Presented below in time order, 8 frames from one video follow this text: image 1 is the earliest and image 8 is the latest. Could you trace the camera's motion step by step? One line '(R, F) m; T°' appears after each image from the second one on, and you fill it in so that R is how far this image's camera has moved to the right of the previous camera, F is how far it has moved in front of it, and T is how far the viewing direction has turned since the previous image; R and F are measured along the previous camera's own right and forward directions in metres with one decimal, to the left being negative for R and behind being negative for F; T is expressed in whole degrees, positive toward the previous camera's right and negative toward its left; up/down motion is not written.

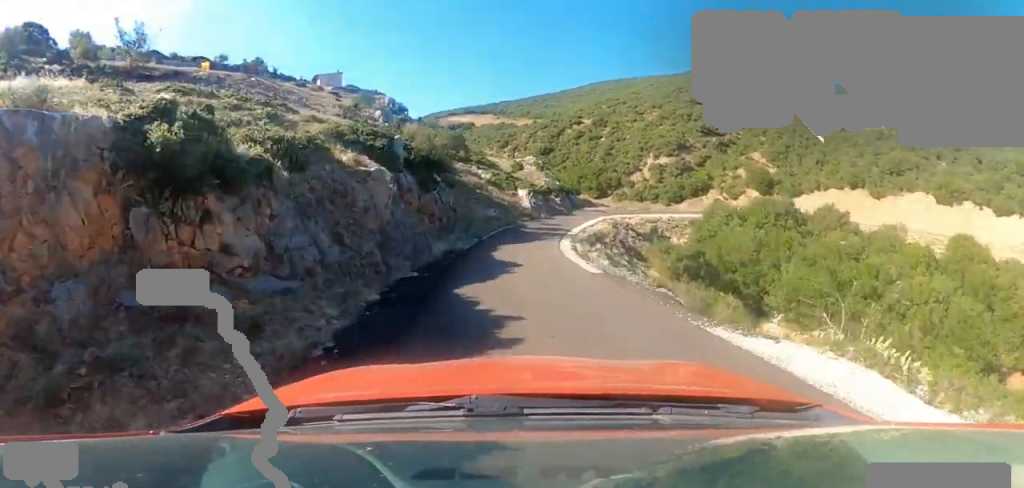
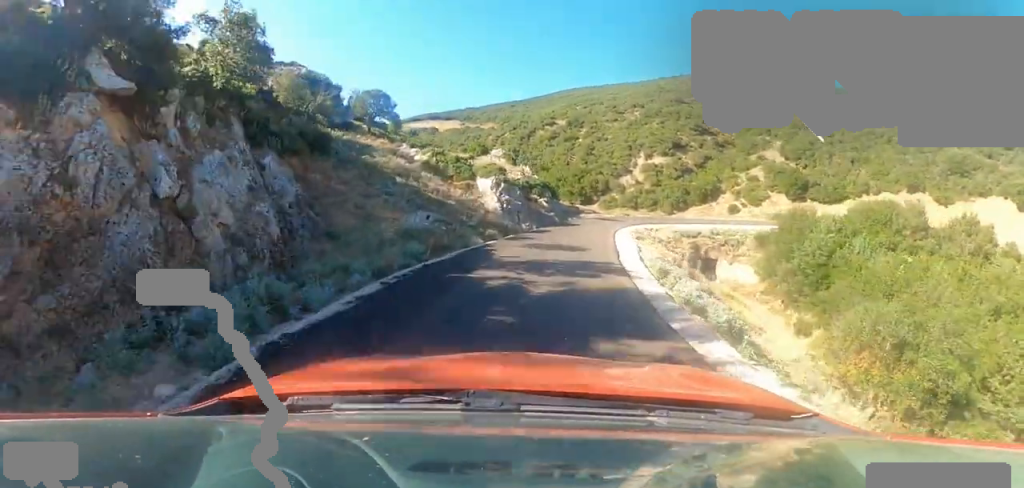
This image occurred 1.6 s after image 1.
(-0.3, +18.8) m; +4°
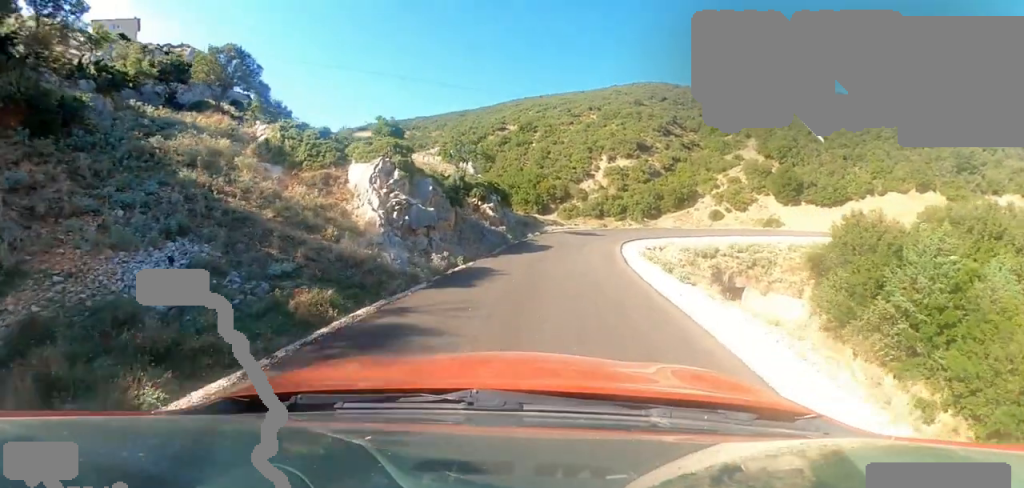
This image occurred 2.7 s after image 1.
(+0.4, +11.3) m; +2°
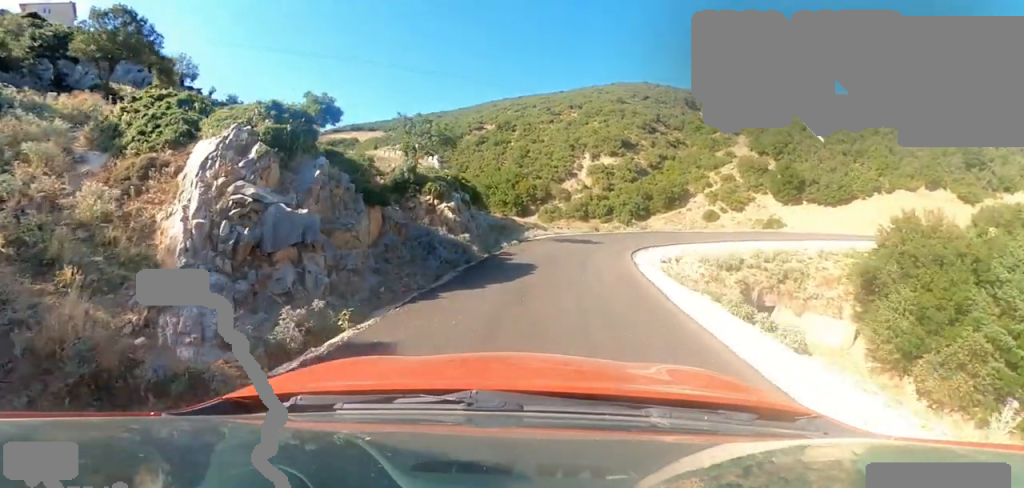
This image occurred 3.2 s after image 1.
(-0.1, +5.4) m; +2°
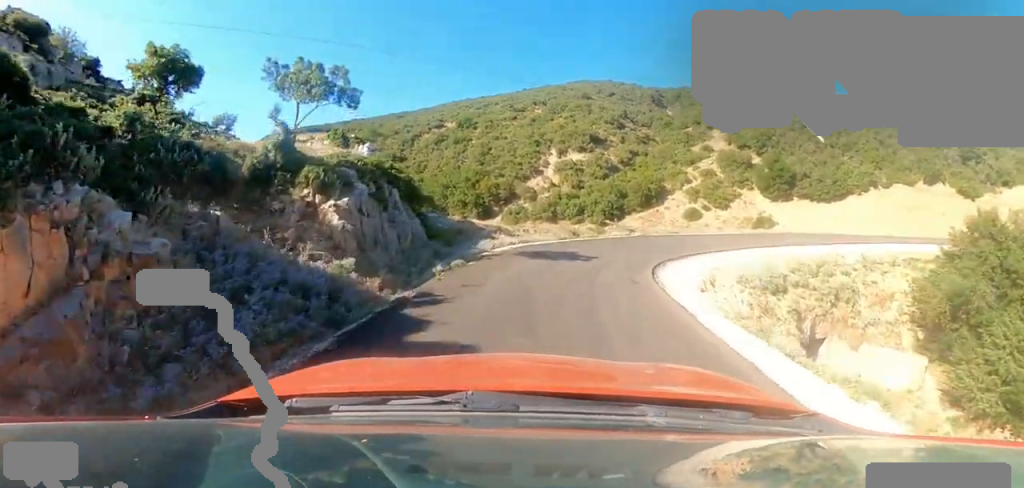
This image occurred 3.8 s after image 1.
(0.0, +6.4) m; +8°
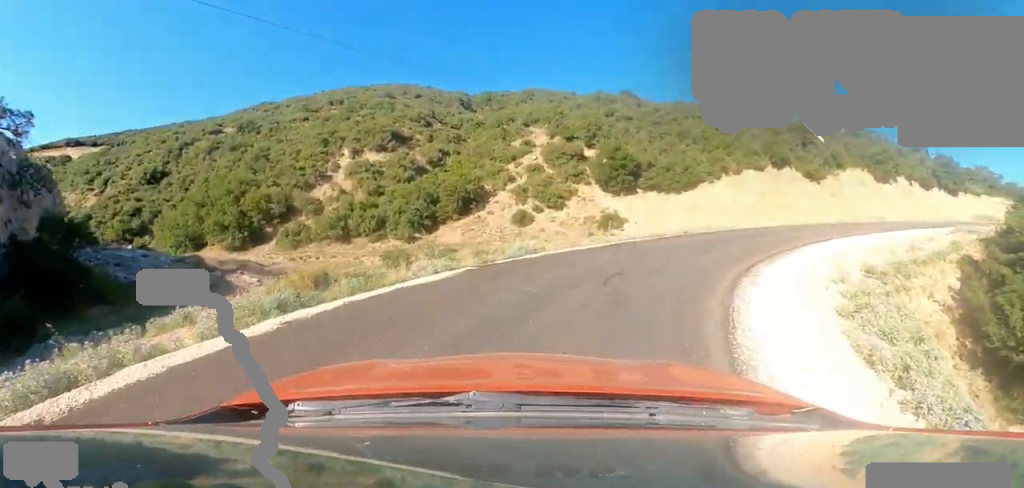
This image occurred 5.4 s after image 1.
(+2.5, +12.7) m; +24°
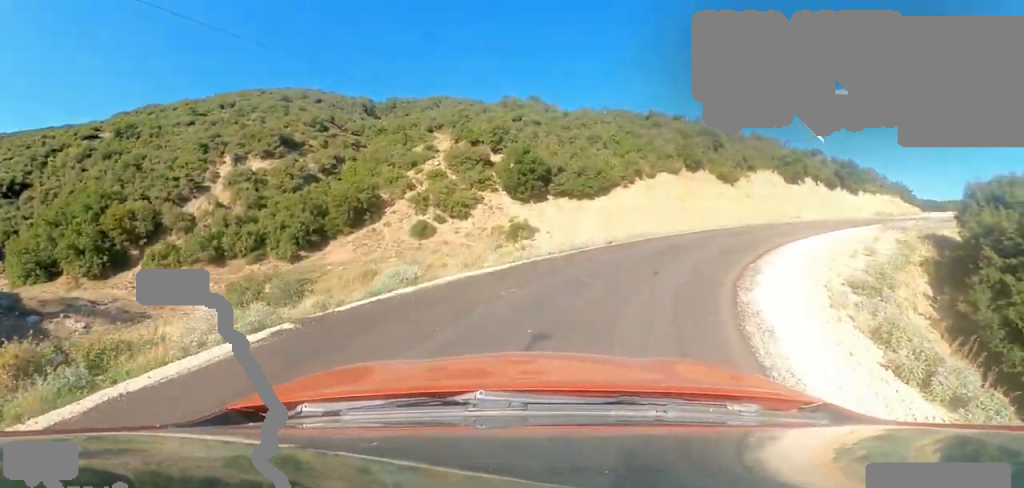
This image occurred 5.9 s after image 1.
(-0.5, +4.0) m; +14°
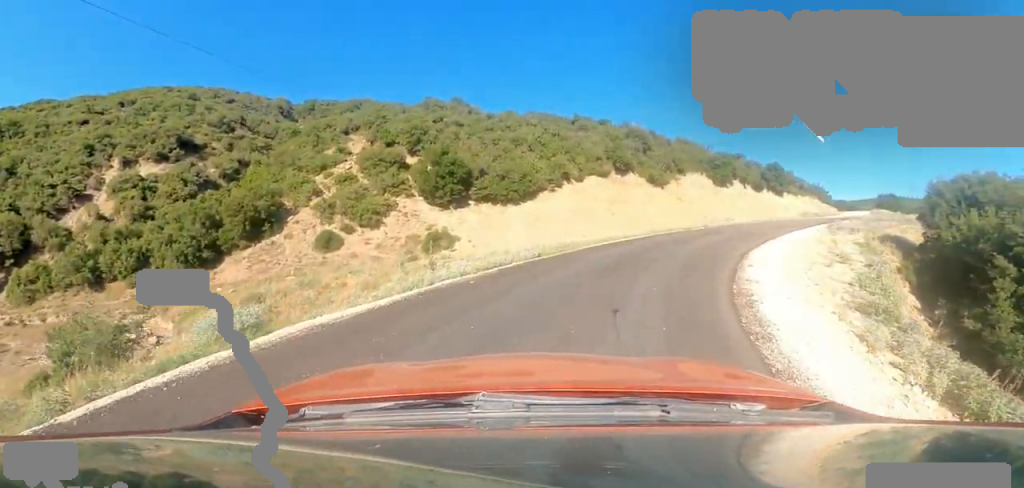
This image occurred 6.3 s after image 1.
(+0.6, +2.8) m; +14°
